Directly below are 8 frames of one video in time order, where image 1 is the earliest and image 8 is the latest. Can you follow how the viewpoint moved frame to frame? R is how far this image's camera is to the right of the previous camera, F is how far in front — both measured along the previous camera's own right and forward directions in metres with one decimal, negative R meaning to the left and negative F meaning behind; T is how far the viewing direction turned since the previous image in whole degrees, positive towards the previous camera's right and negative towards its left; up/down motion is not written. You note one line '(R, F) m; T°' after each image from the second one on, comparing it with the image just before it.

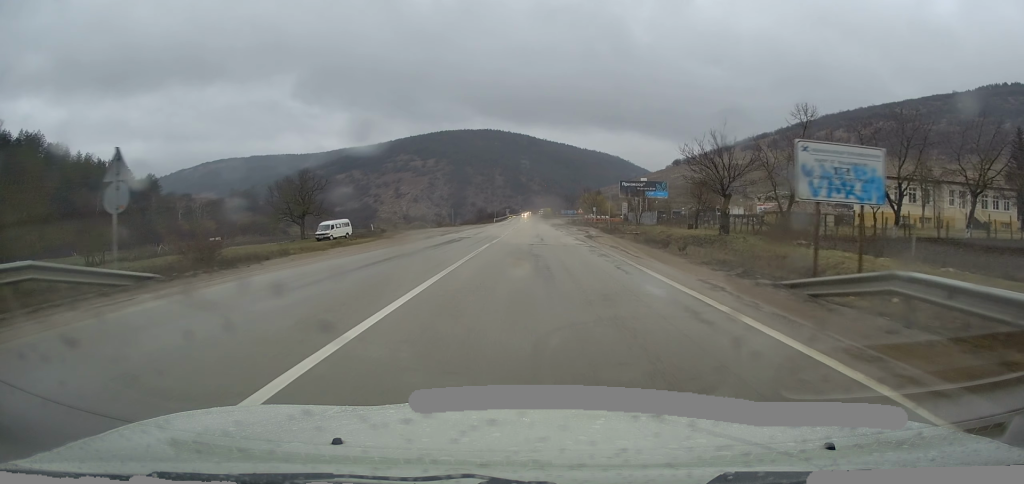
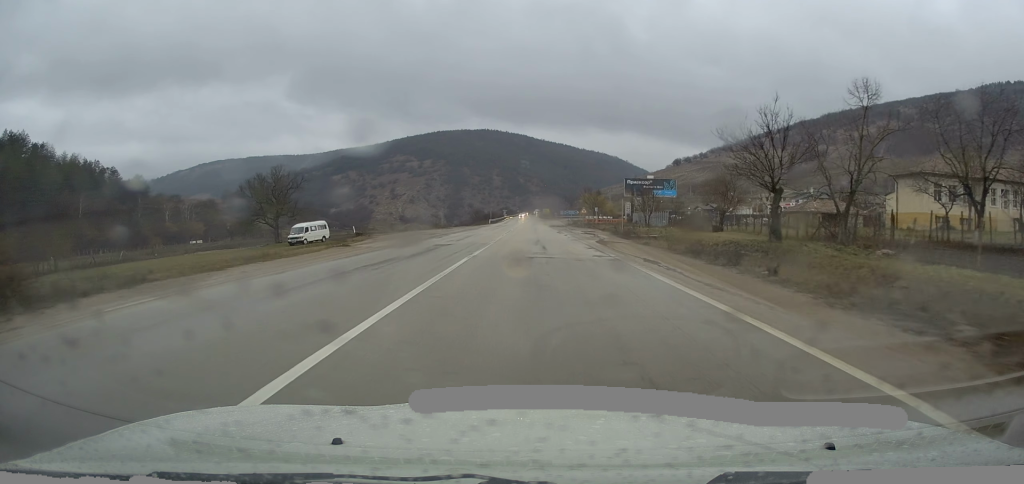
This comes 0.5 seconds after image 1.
(+0.1, +8.1) m; 0°
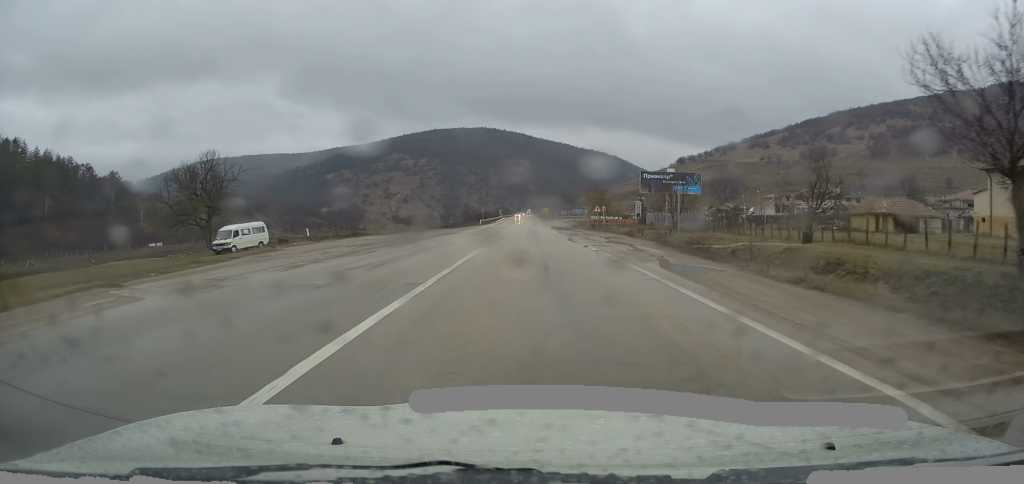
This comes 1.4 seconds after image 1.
(-0.2, +16.2) m; 0°
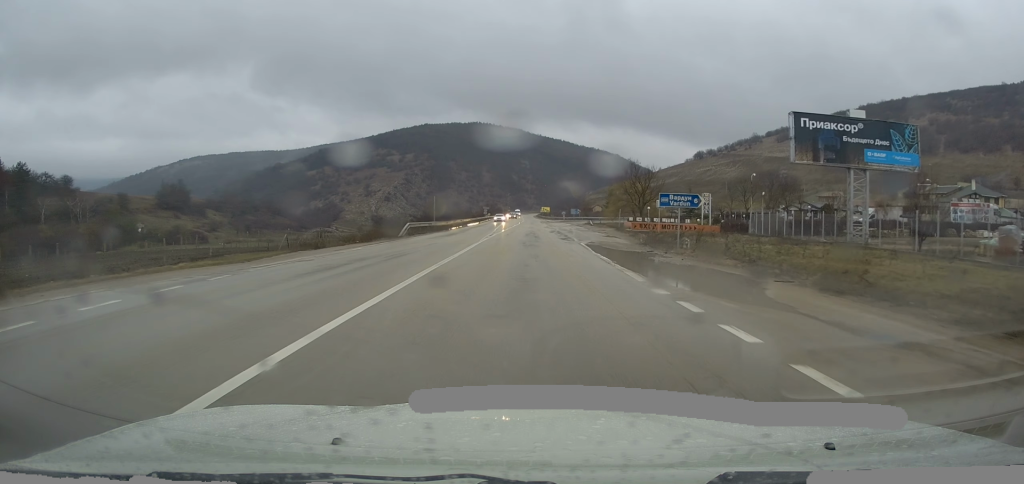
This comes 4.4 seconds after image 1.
(+0.5, +52.2) m; +1°
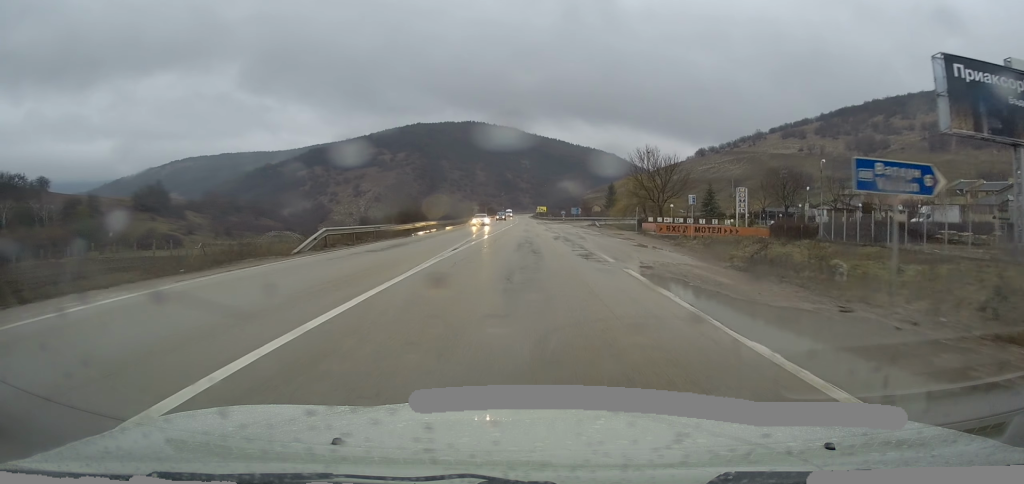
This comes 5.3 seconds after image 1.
(+0.1, +15.0) m; 0°
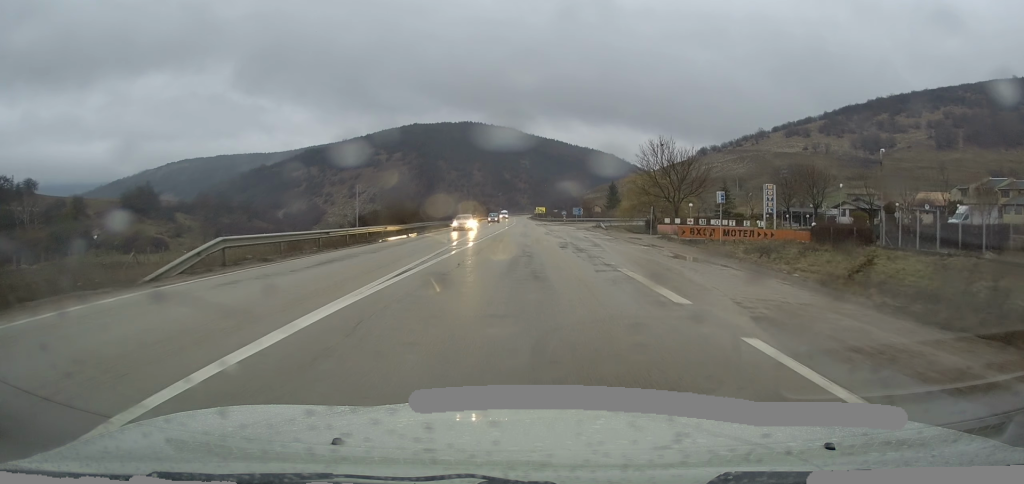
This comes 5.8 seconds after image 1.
(0.0, +8.1) m; 0°
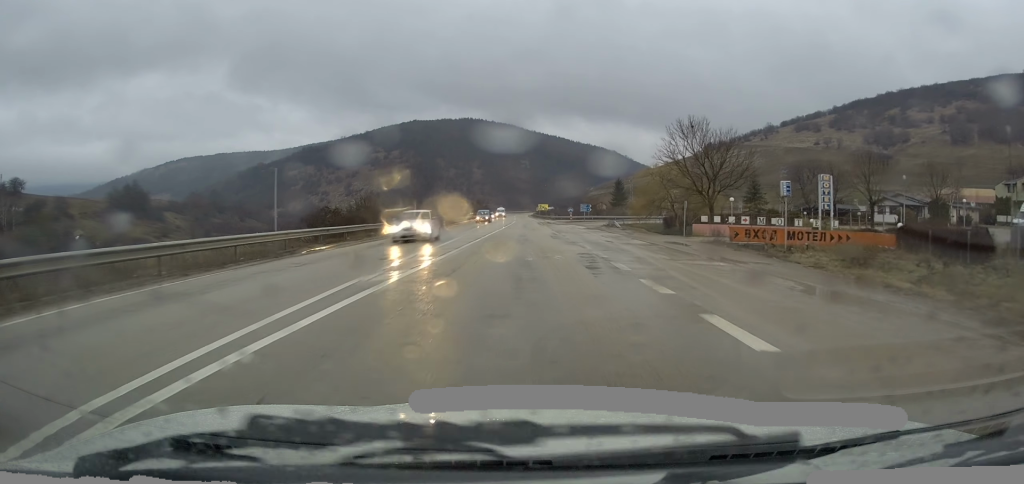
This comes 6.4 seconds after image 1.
(0.0, +11.0) m; 0°
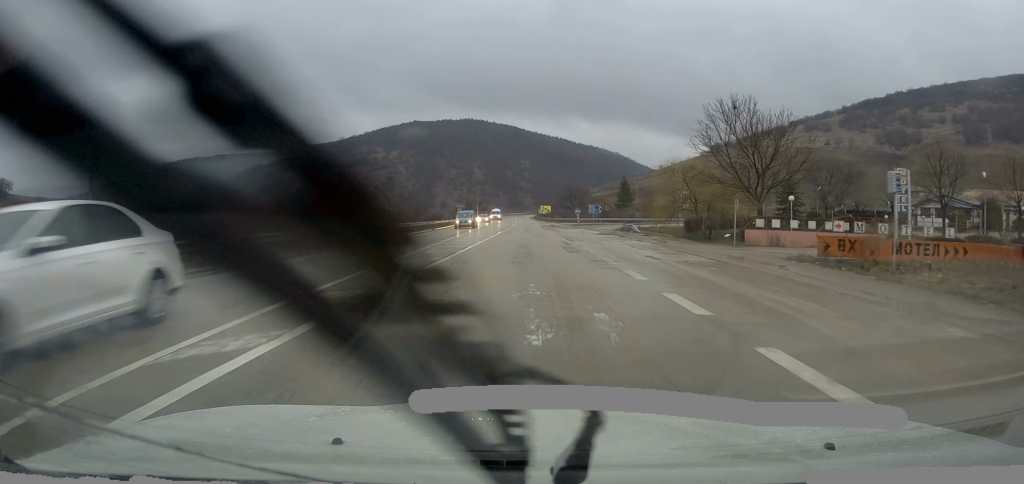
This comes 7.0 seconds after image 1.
(0.0, +10.2) m; 0°
